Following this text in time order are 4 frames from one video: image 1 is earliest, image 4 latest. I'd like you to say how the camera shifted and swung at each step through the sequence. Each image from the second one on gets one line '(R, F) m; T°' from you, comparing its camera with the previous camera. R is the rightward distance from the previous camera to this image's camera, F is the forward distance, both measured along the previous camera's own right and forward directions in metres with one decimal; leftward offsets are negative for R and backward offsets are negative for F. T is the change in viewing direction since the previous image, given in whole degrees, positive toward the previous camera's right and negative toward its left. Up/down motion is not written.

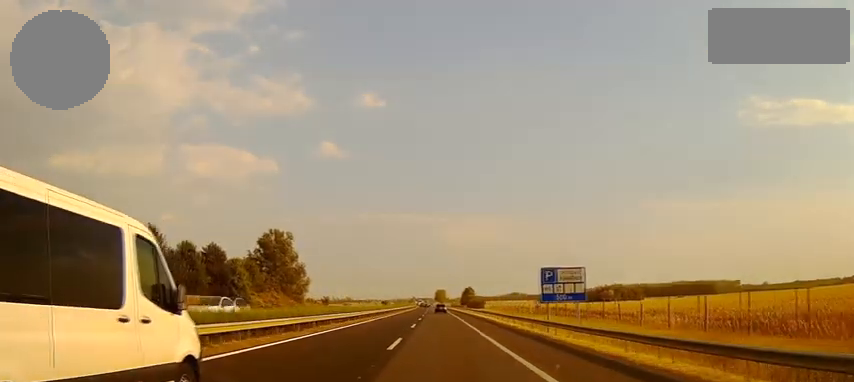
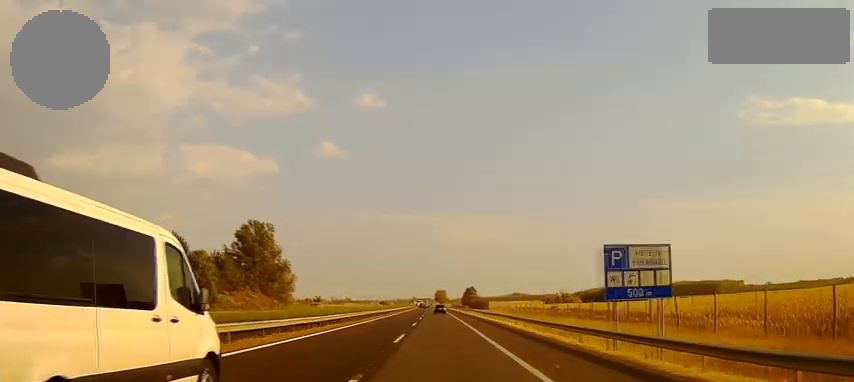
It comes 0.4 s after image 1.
(0.0, +14.4) m; 0°
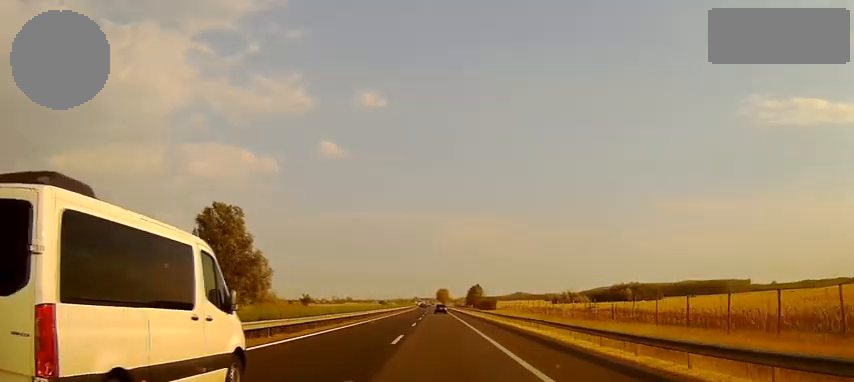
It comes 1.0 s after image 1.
(0.0, +19.5) m; 0°
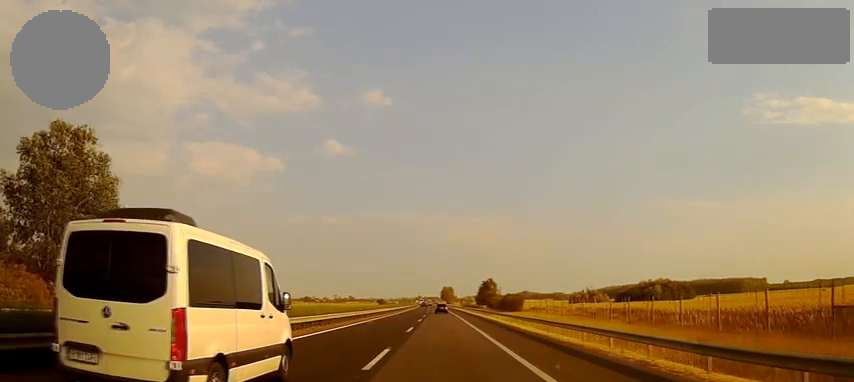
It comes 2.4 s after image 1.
(-0.1, +44.8) m; 0°
